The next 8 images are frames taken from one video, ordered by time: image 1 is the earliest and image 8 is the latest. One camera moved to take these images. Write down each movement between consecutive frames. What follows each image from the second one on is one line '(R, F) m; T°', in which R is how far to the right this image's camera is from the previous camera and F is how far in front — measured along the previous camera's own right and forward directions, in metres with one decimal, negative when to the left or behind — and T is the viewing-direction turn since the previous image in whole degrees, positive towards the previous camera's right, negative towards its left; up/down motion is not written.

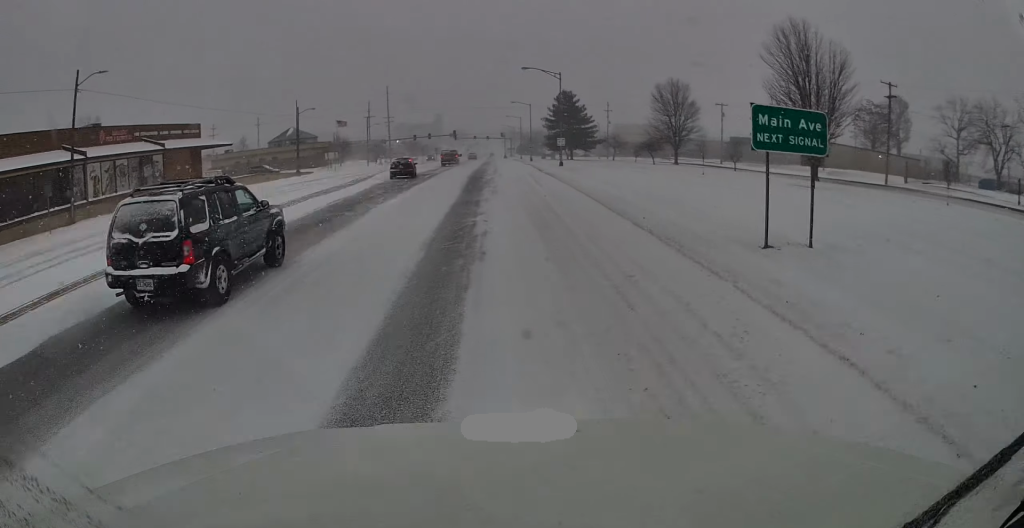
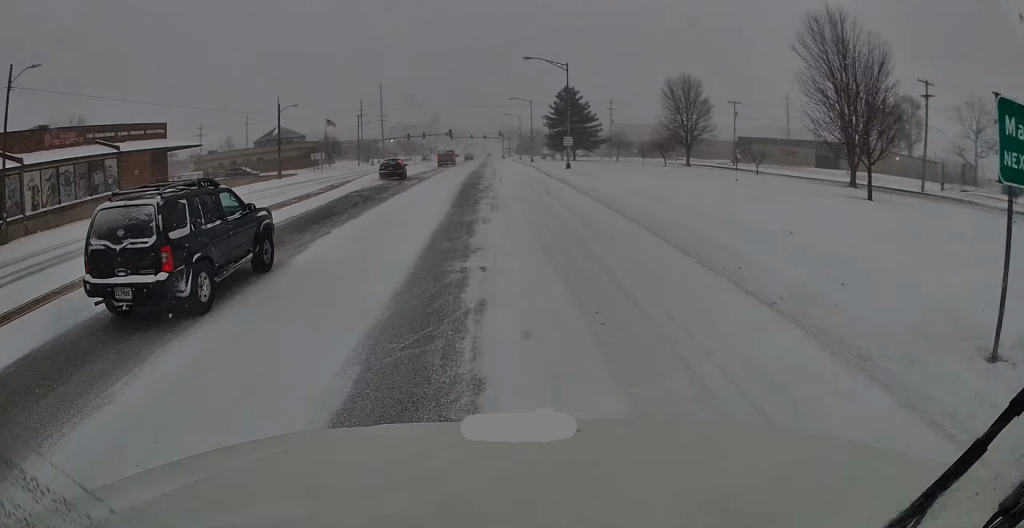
(0.0, +6.3) m; 0°
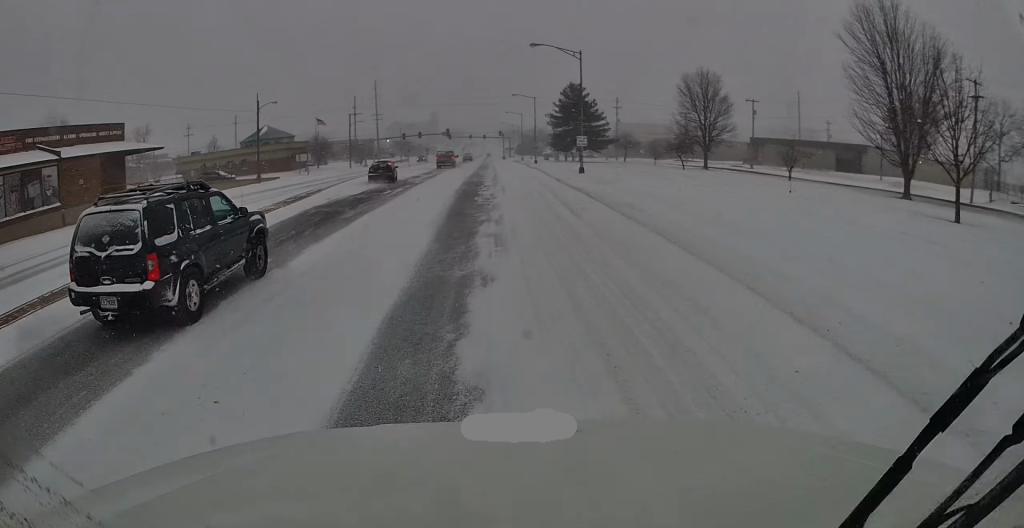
(0.0, +7.0) m; 0°
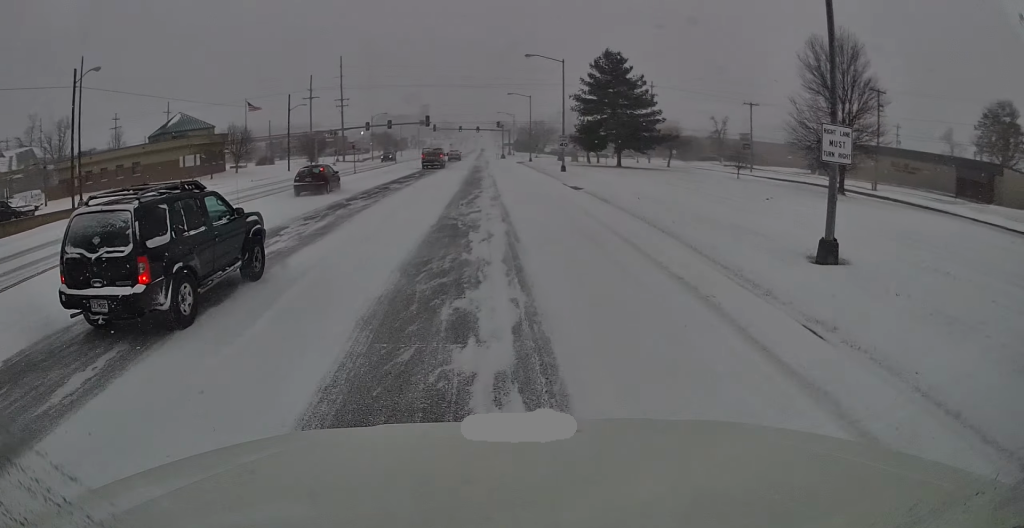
(0.0, +32.1) m; 0°
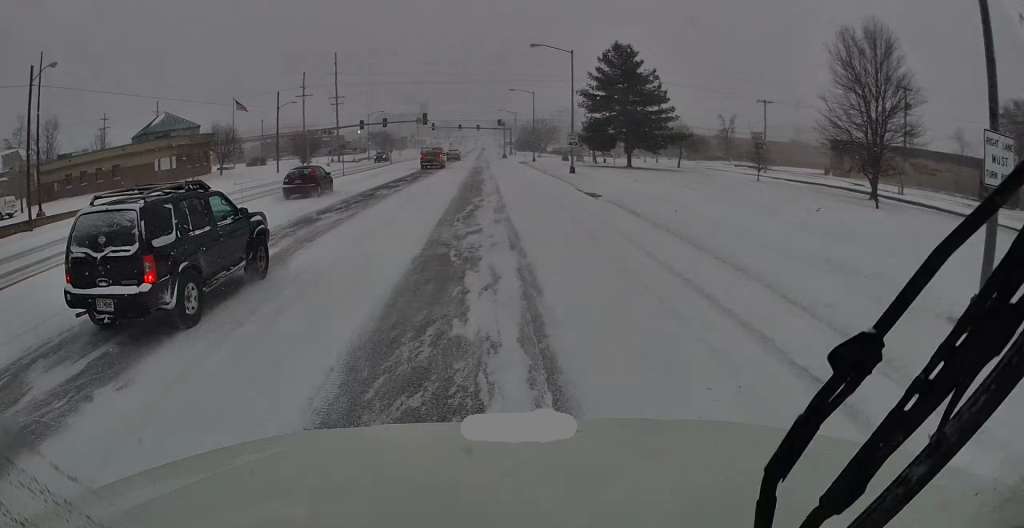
(0.0, +4.7) m; +1°
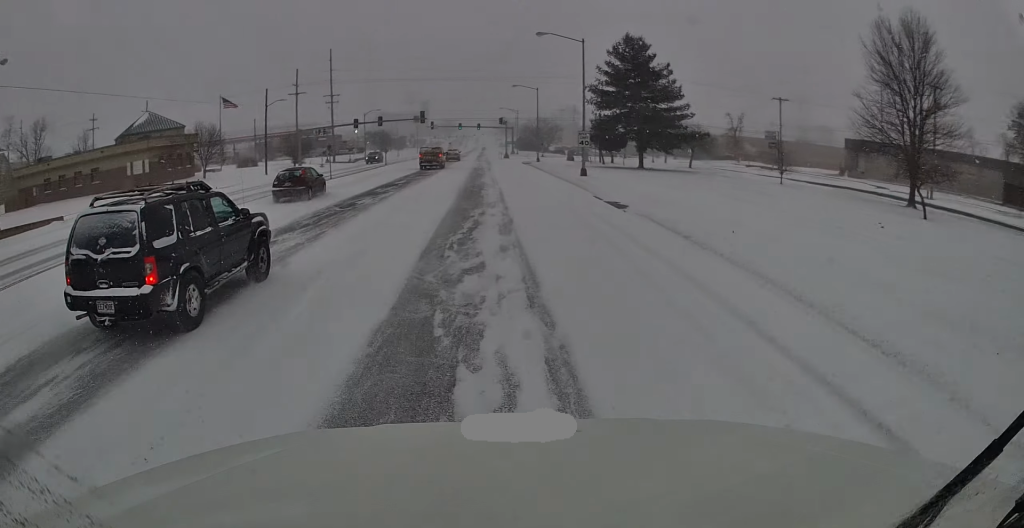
(0.0, +4.7) m; +1°
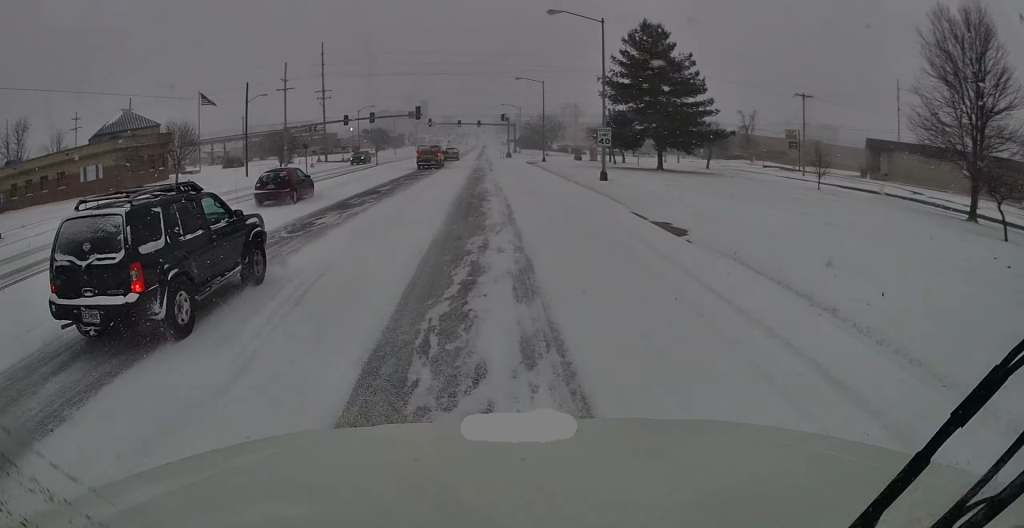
(+0.1, +6.4) m; 0°
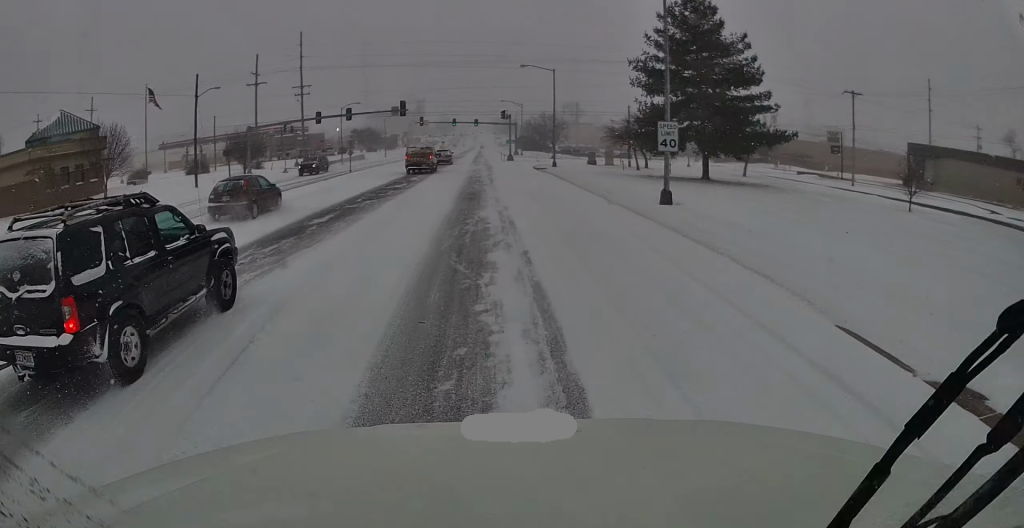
(0.0, +11.9) m; -1°
